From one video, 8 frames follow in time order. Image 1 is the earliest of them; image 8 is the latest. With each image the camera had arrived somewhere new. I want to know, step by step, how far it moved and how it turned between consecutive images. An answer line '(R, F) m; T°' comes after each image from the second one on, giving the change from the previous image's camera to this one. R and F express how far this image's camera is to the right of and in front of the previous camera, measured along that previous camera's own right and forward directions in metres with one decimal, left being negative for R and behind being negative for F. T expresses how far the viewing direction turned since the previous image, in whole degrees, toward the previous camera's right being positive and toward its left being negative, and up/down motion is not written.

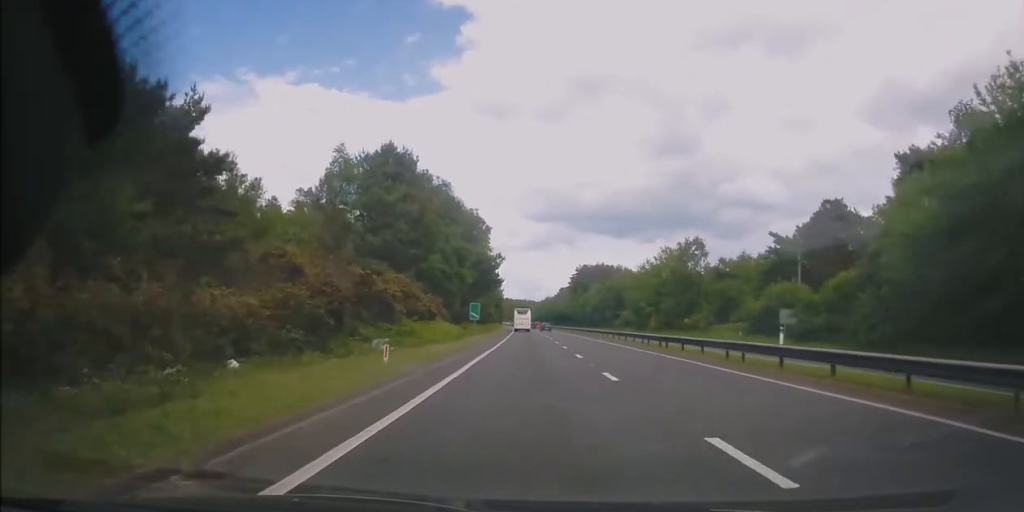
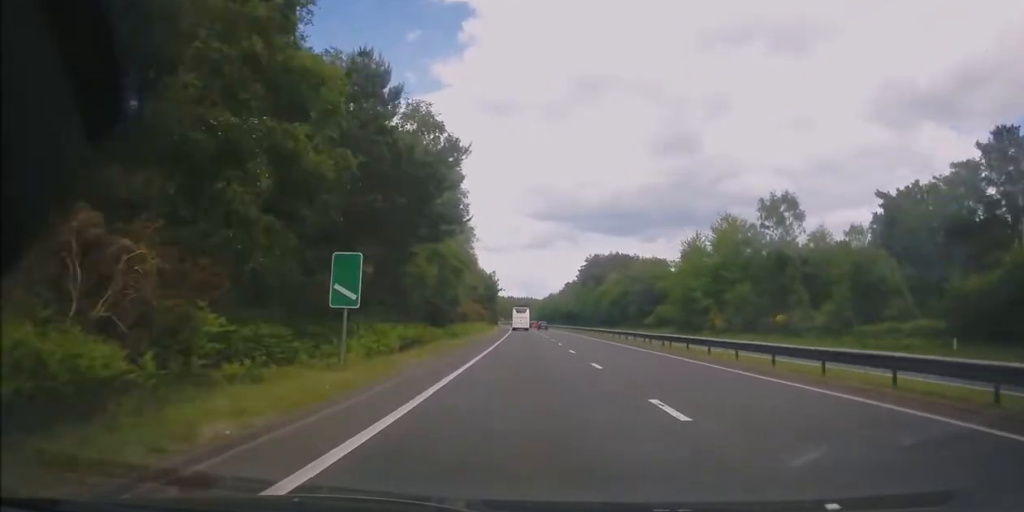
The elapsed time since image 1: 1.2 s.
(0.0, +33.0) m; +1°
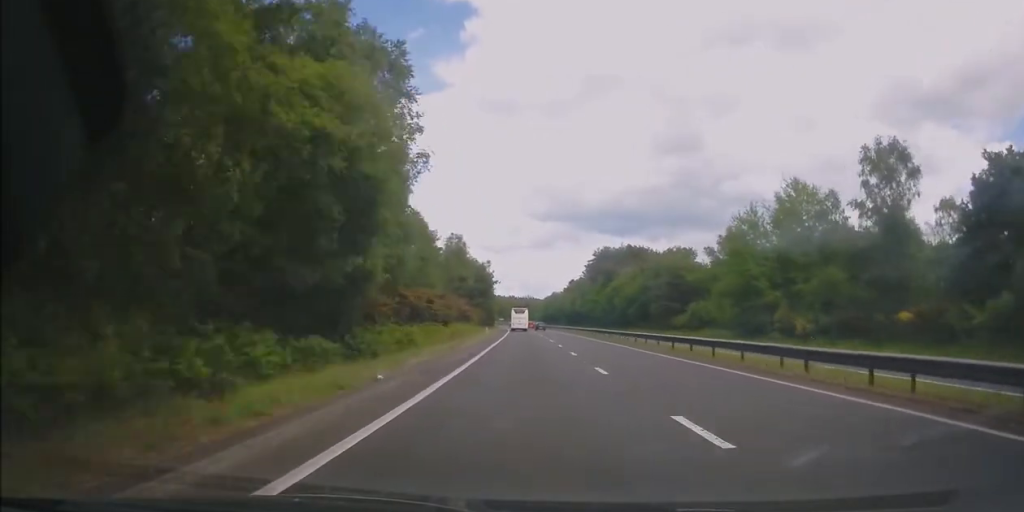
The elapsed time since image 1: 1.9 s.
(+0.2, +20.0) m; 0°
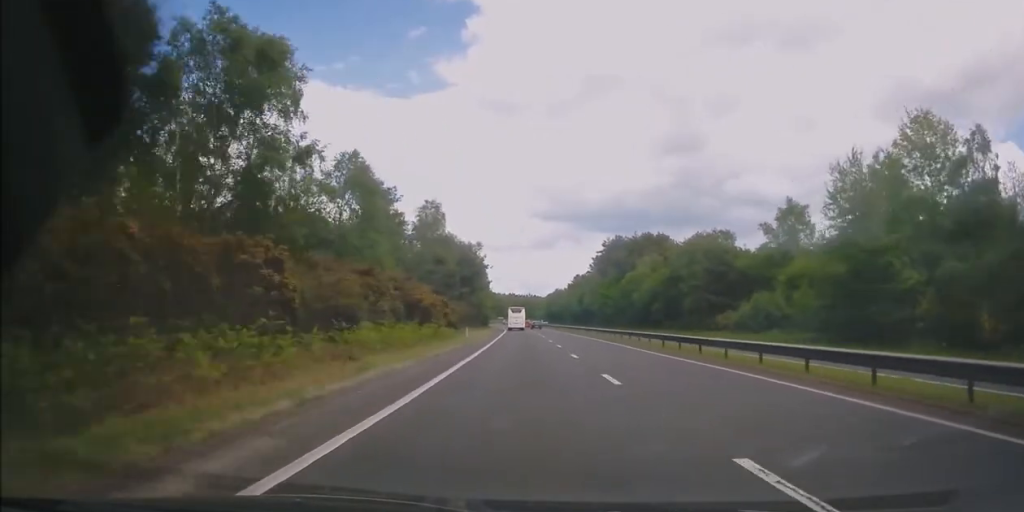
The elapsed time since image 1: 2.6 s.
(+0.2, +21.0) m; -1°
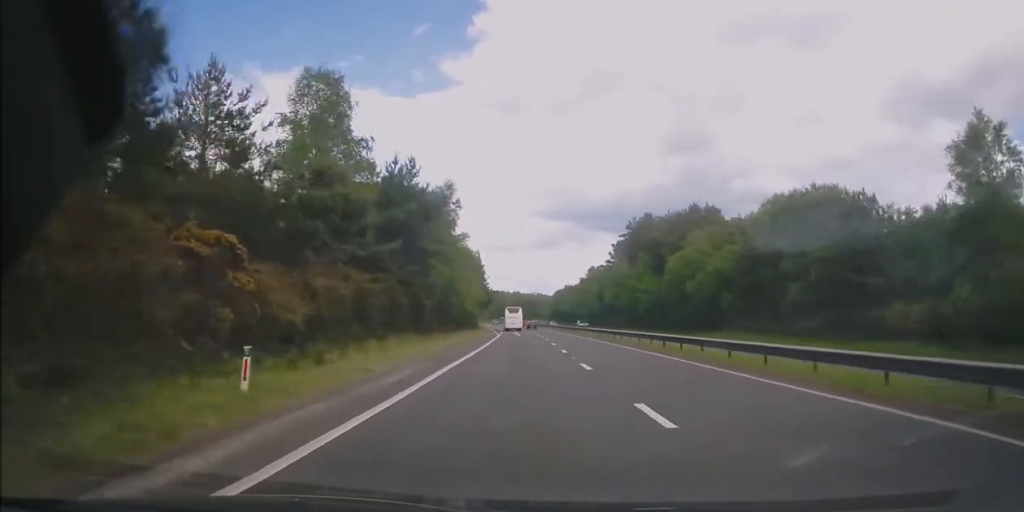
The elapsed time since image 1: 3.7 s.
(-0.7, +32.5) m; -1°
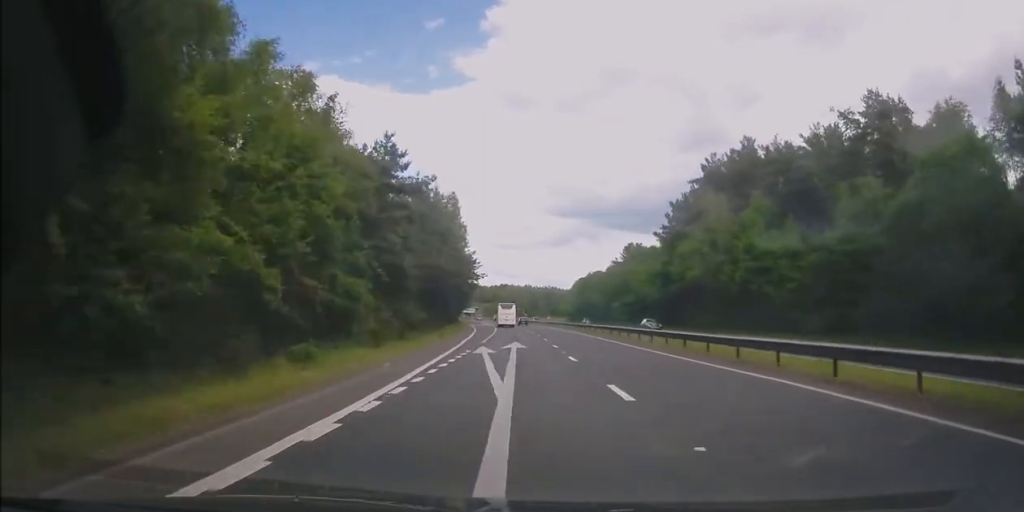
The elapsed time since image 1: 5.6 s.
(0.0, +52.3) m; -1°
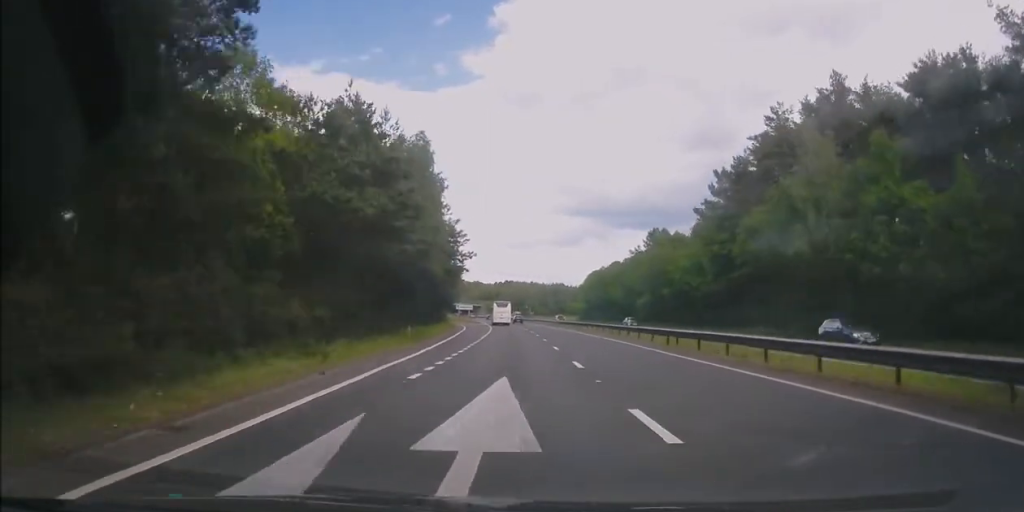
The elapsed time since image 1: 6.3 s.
(-0.5, +21.9) m; 0°
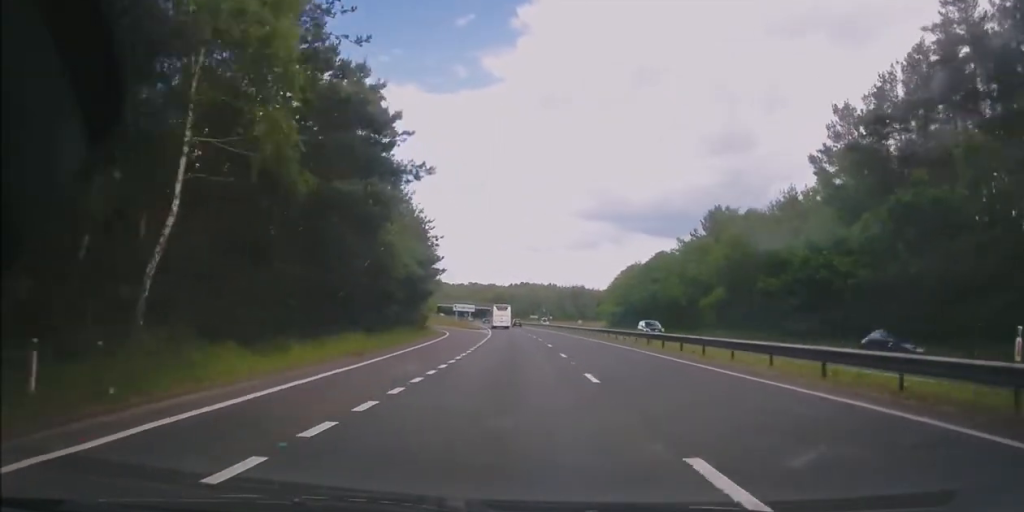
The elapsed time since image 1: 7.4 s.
(+0.3, +30.4) m; -1°
